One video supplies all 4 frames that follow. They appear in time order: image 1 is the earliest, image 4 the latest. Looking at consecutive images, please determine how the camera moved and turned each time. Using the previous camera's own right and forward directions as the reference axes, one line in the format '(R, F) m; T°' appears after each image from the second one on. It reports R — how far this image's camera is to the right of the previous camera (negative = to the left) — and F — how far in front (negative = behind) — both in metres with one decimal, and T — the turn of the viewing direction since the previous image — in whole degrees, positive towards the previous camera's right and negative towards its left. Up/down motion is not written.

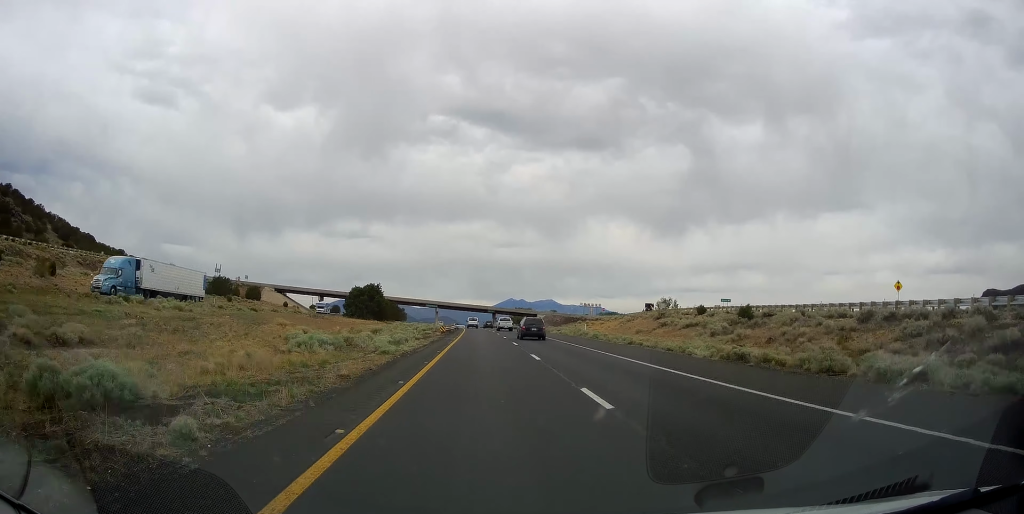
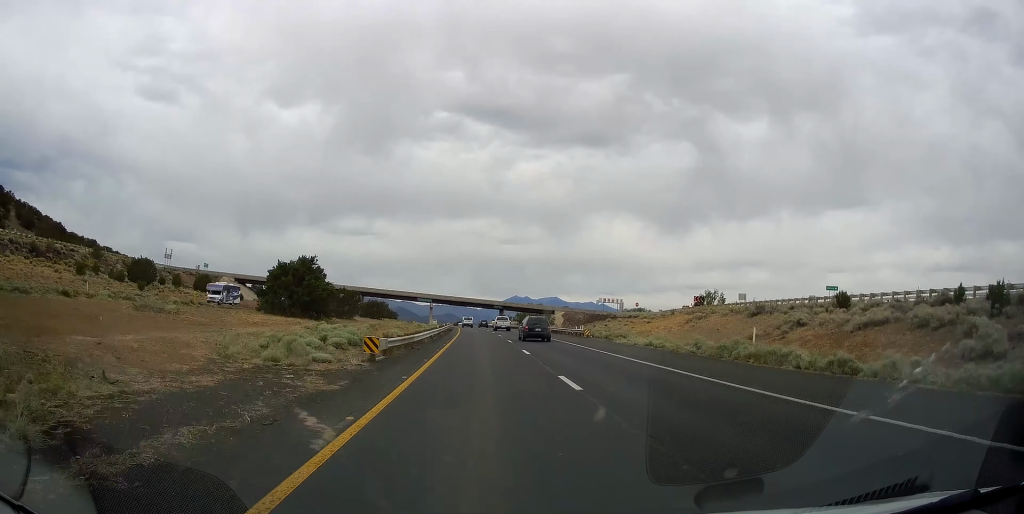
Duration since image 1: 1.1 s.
(-0.2, +34.6) m; -1°
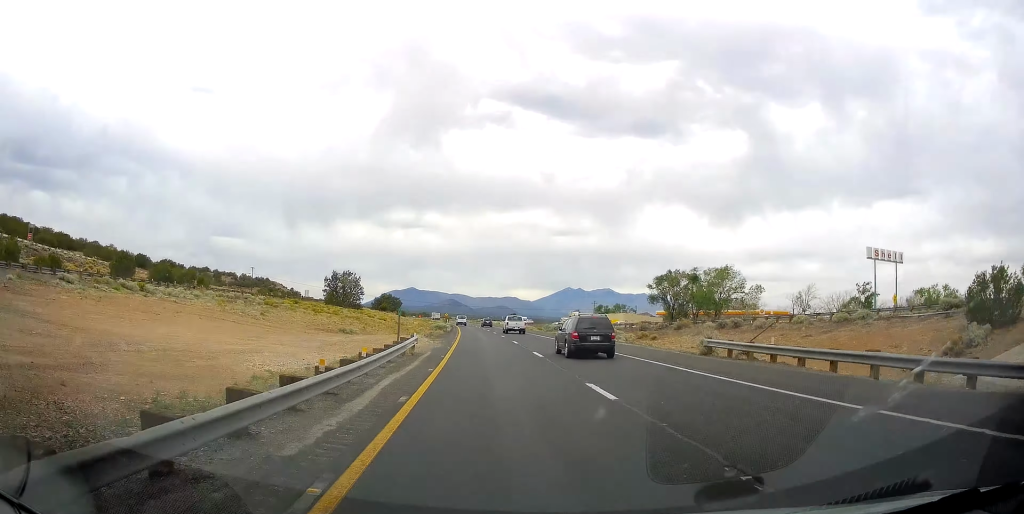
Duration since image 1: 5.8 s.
(-3.1, +154.5) m; -3°
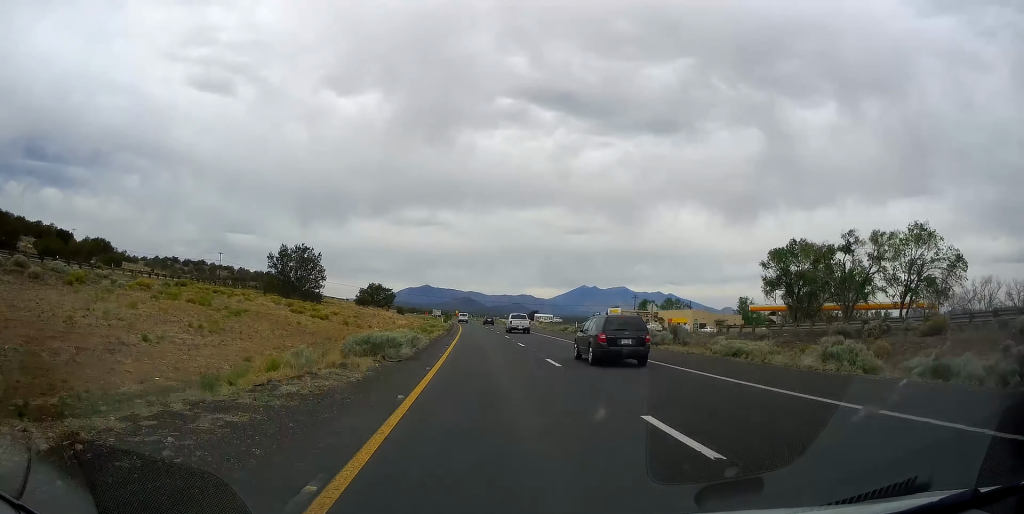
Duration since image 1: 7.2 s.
(-0.9, +42.8) m; -2°
